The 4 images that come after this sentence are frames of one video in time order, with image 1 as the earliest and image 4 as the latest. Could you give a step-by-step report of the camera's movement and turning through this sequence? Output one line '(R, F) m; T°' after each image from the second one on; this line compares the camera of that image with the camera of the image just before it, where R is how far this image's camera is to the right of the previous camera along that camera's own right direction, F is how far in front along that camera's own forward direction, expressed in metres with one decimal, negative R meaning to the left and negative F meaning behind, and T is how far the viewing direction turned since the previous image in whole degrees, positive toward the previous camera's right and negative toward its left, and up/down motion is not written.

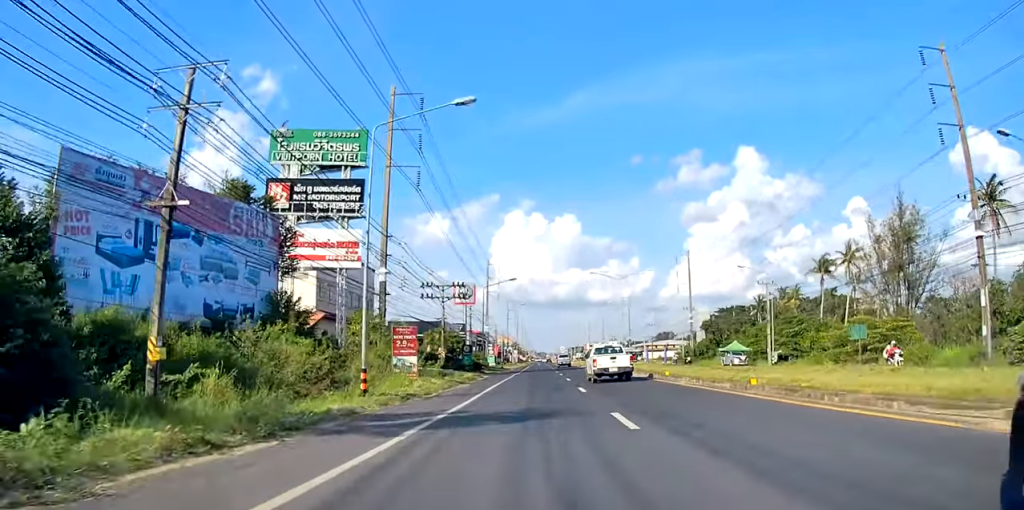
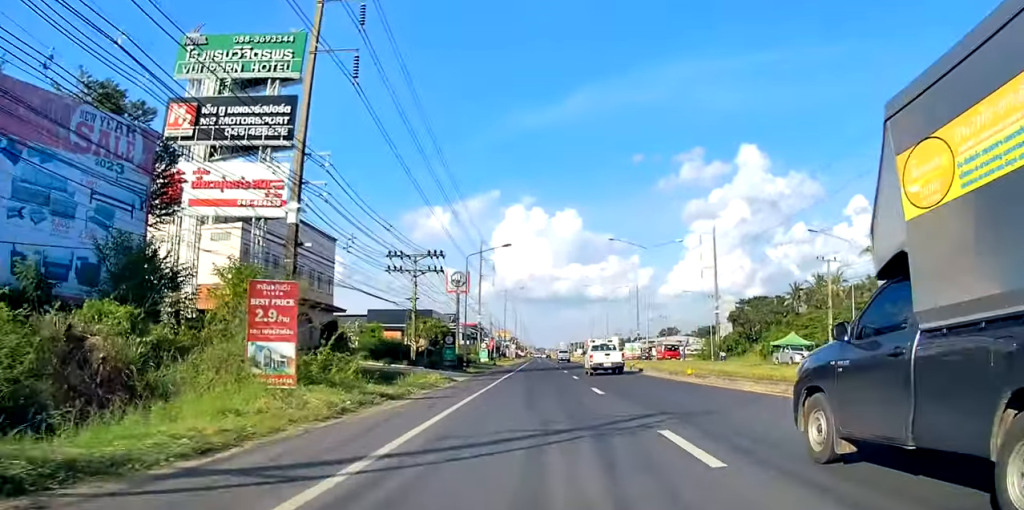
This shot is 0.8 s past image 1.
(-0.2, +16.2) m; +1°
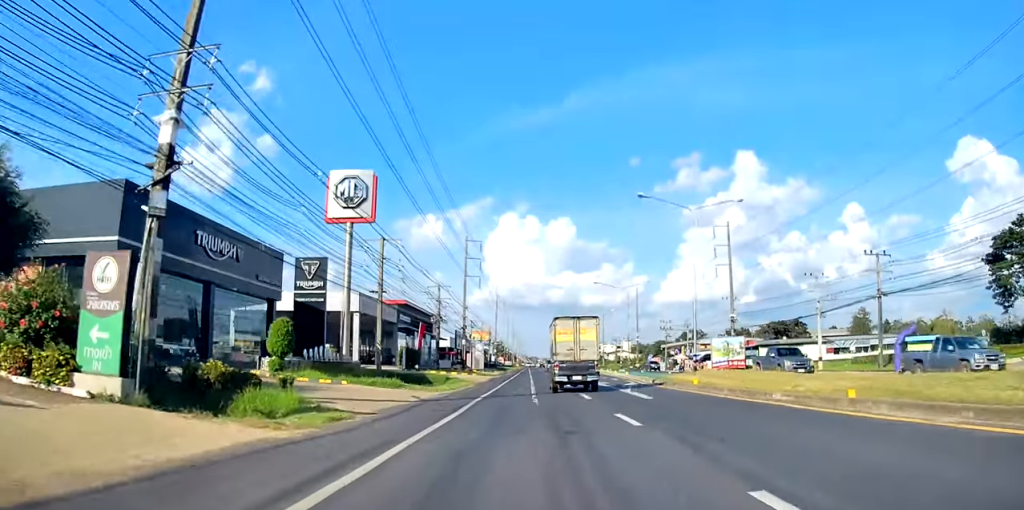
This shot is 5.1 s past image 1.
(+0.2, +87.6) m; 0°
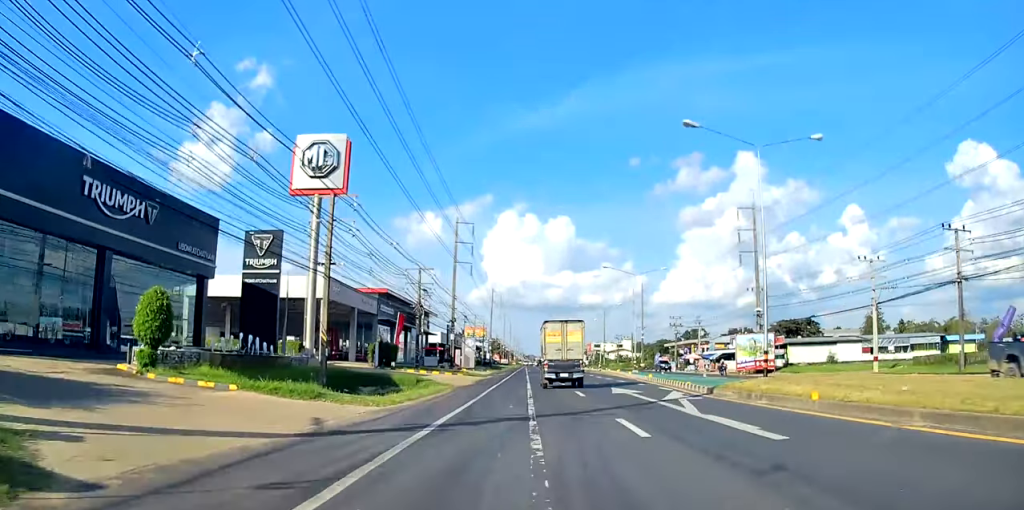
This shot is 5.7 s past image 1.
(-0.1, +11.1) m; 0°
